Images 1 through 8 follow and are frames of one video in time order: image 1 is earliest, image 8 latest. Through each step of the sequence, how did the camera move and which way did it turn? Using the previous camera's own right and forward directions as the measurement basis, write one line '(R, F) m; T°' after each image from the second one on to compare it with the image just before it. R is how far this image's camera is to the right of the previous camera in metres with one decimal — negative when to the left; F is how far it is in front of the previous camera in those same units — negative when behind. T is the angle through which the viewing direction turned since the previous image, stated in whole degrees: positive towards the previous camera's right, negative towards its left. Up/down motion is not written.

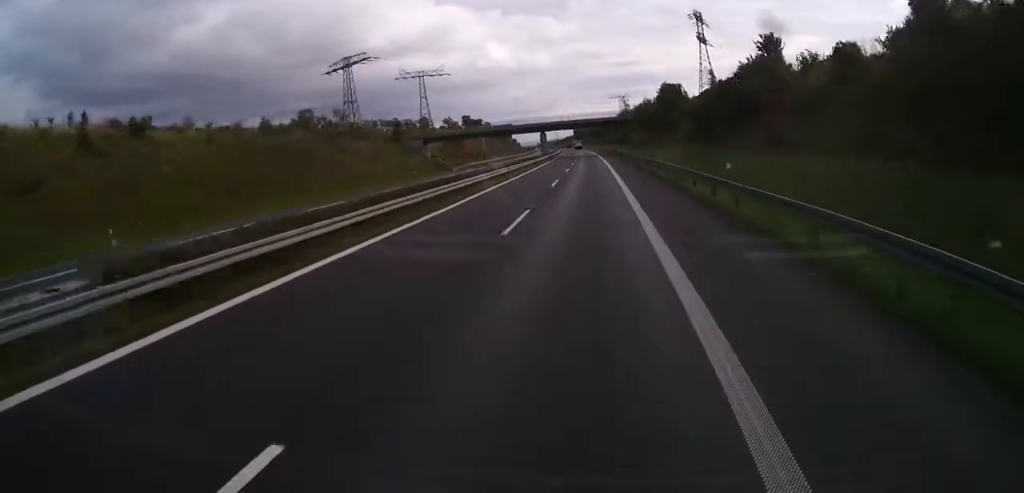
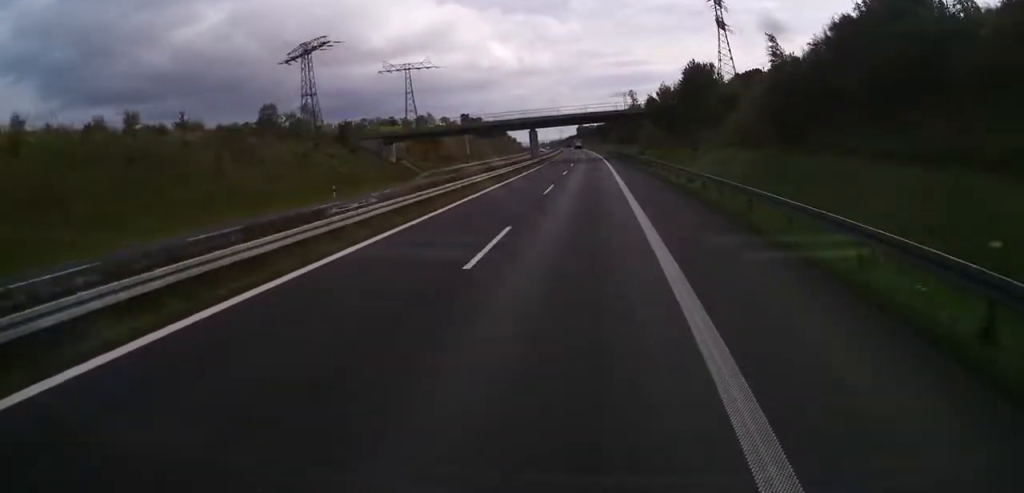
(-1.2, +22.4) m; -3°
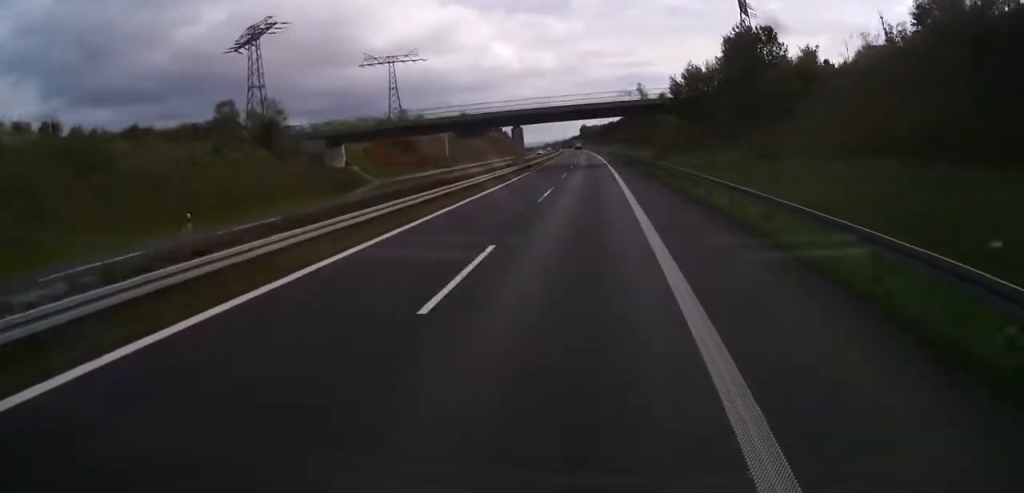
(-0.2, +21.0) m; -1°
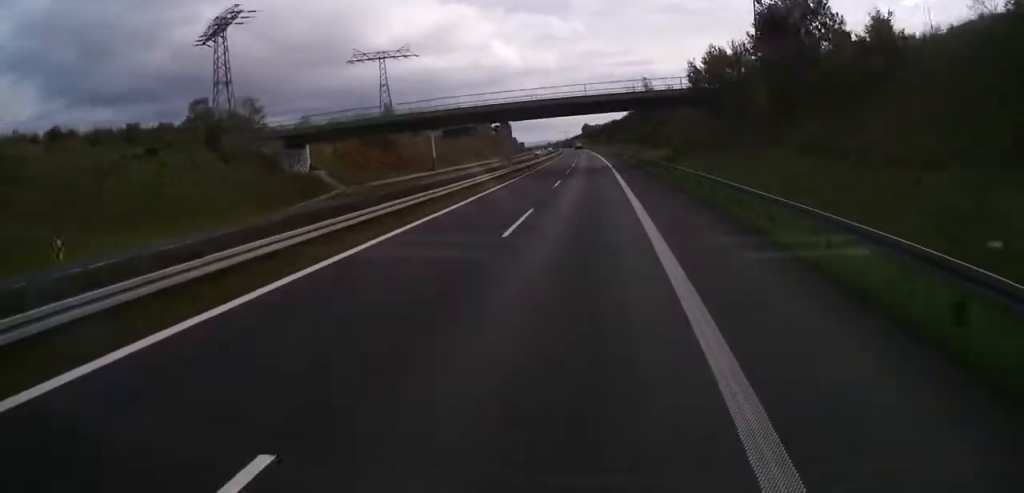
(0.0, +10.5) m; 0°
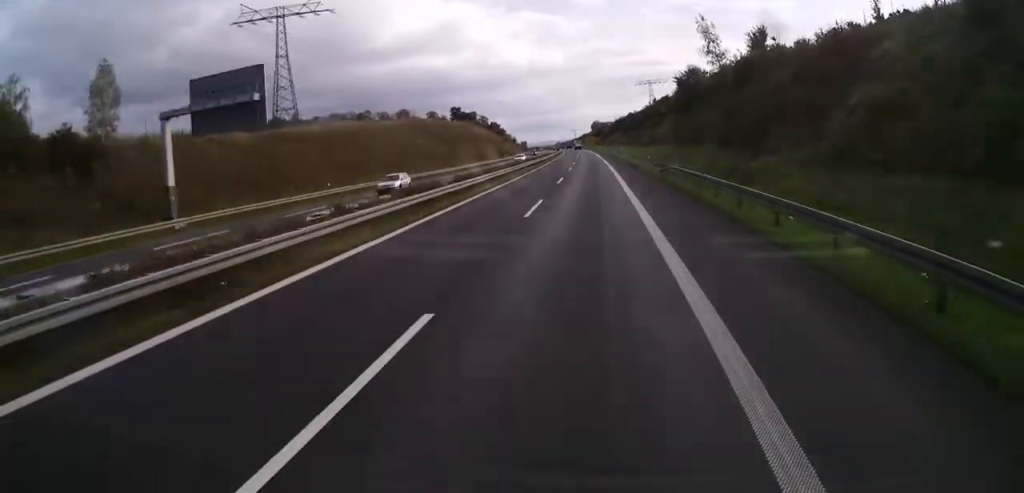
(0.0, +67.5) m; 0°
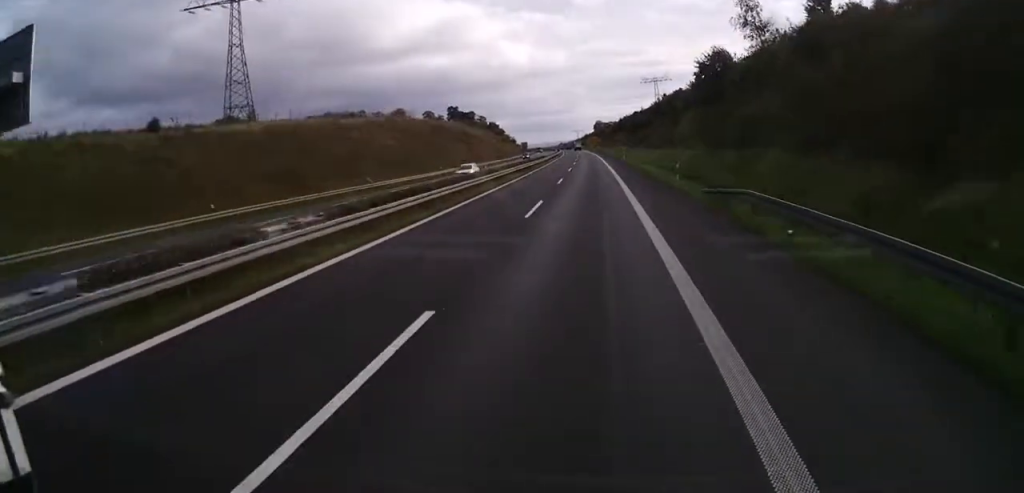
(0.0, +17.6) m; 0°
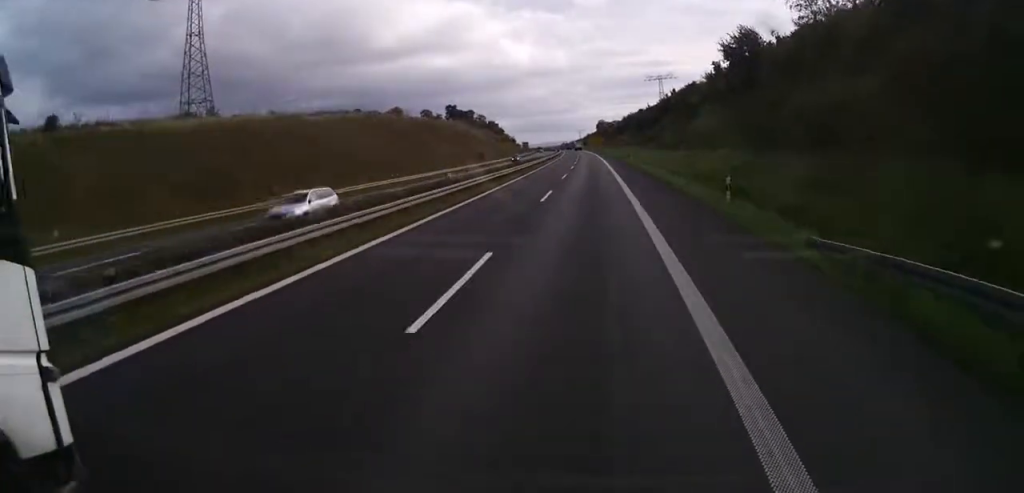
(0.0, +12.9) m; 0°
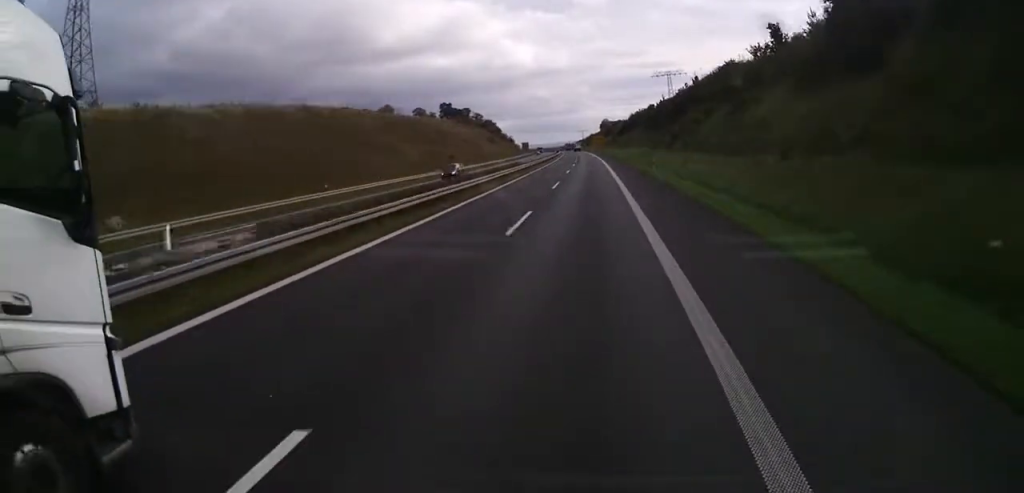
(+0.1, +26.6) m; 0°
